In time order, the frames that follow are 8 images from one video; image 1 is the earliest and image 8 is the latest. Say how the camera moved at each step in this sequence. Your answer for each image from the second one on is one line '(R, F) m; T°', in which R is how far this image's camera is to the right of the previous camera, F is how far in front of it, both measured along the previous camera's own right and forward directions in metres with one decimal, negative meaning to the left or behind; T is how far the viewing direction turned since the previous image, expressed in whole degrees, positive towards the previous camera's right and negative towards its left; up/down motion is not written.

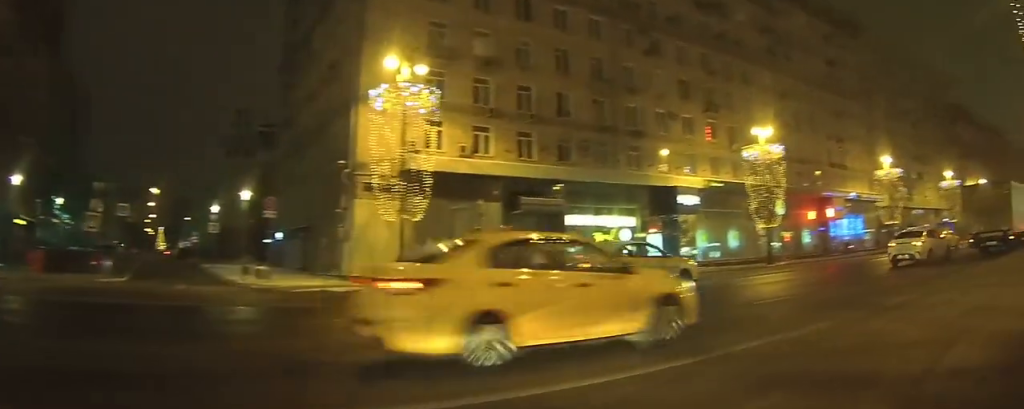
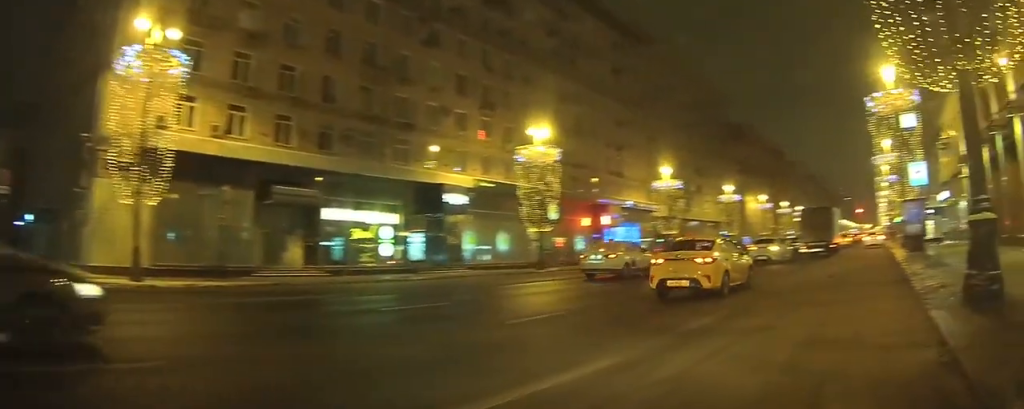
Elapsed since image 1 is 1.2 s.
(+0.6, +2.8) m; +12°
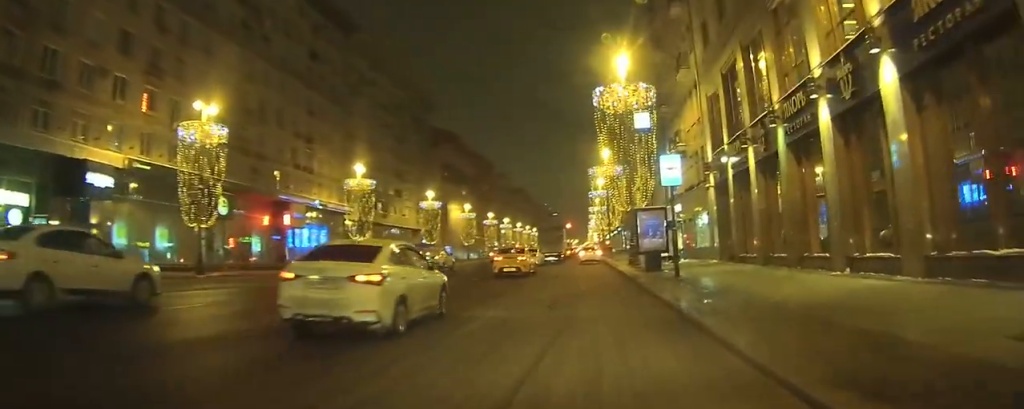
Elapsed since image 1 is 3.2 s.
(+0.5, +6.1) m; +11°
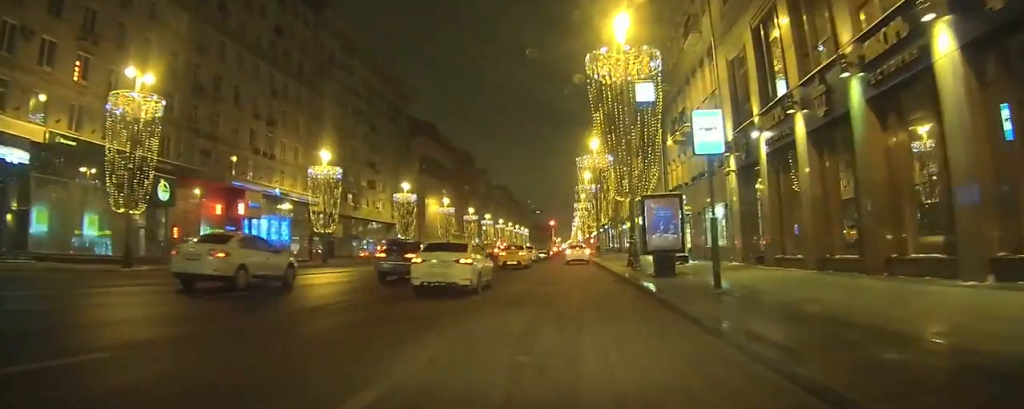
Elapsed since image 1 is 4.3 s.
(+0.2, +4.9) m; +5°
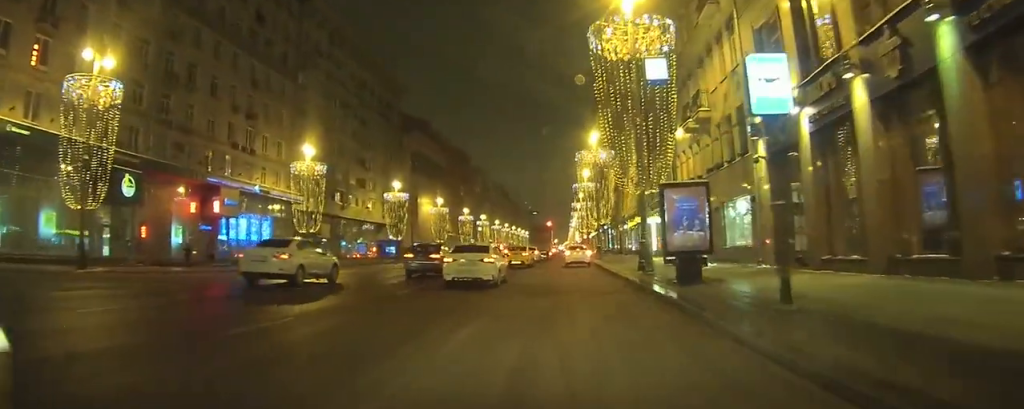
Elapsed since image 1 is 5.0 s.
(+0.1, +3.4) m; +2°
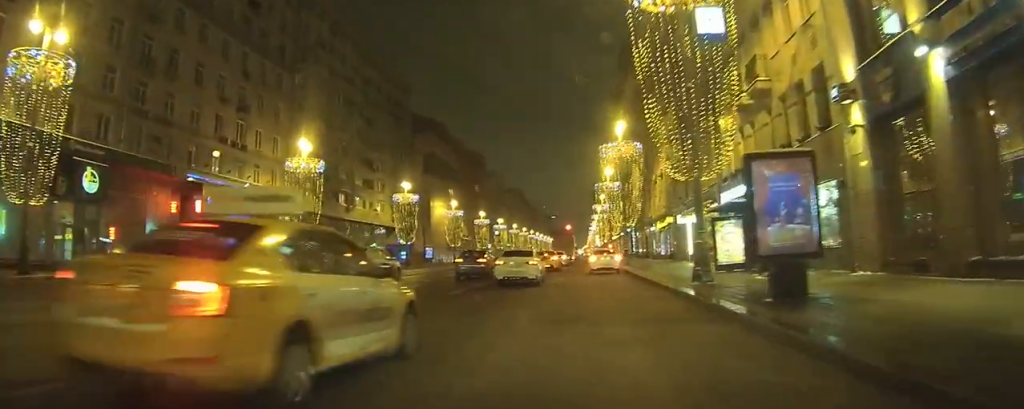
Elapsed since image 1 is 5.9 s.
(+0.1, +5.3) m; -1°
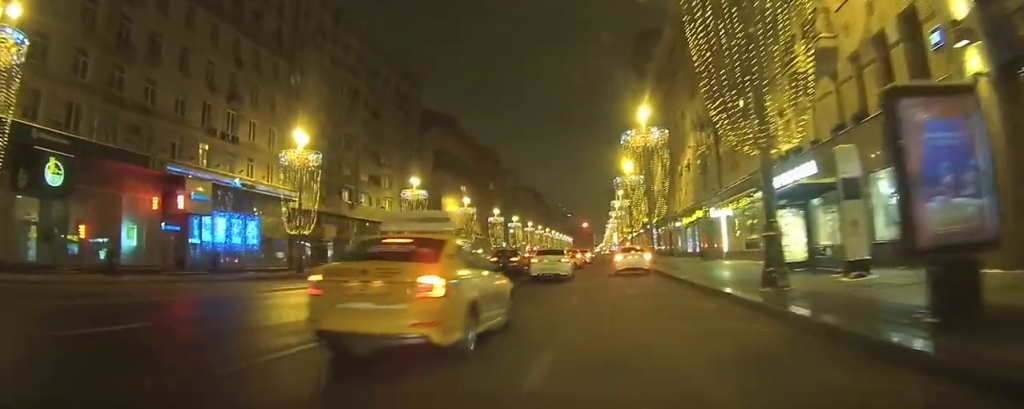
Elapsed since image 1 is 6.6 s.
(-0.1, +4.1) m; -2°
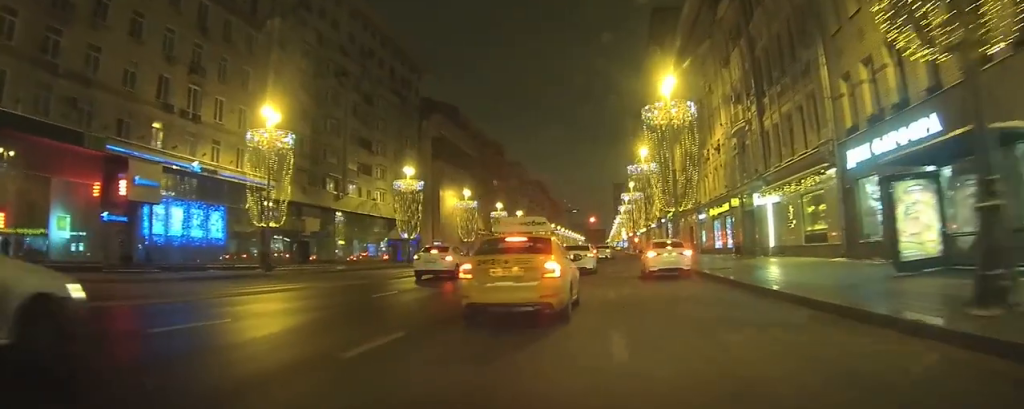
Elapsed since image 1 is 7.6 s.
(-0.2, +6.3) m; -2°
